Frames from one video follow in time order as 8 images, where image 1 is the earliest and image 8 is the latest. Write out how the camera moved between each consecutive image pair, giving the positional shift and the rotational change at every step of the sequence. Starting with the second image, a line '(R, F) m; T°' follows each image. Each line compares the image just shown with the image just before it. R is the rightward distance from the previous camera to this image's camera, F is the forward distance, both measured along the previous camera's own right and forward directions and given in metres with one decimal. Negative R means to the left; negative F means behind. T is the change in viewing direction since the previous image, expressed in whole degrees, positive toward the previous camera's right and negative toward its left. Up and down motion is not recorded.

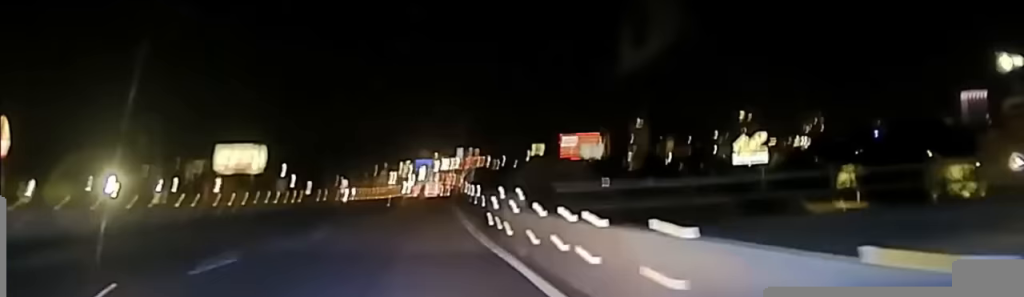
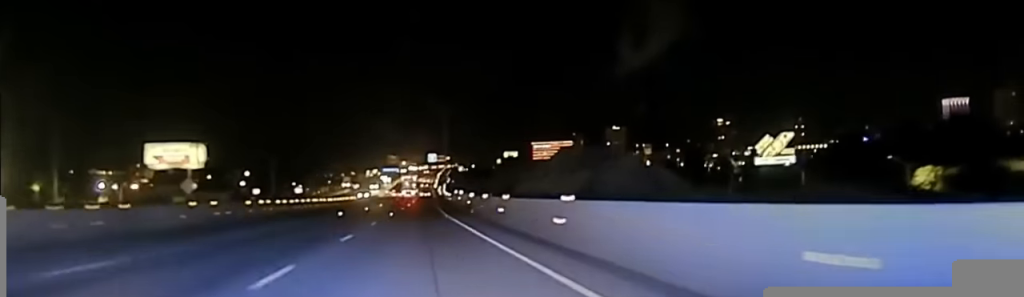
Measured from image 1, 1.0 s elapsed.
(+0.5, +45.7) m; +1°
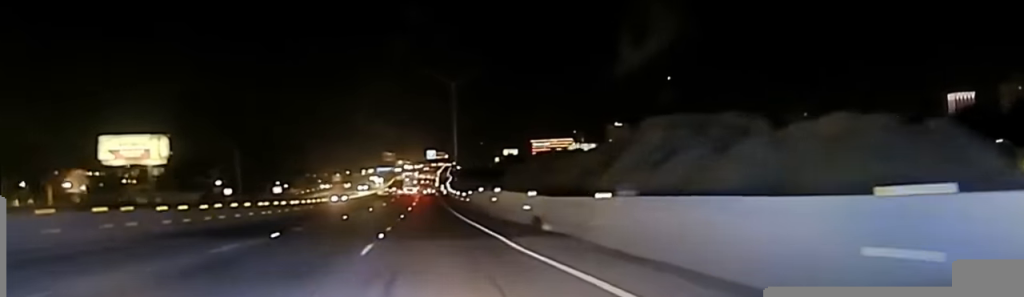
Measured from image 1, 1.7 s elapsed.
(+0.2, +30.0) m; +1°
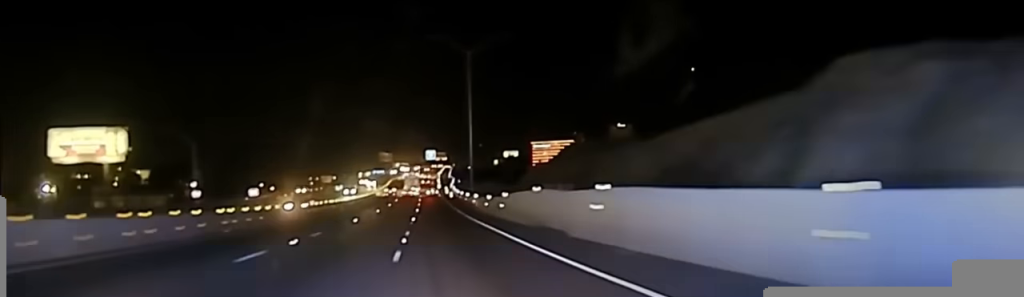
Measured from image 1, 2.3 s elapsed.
(0.0, +25.0) m; 0°
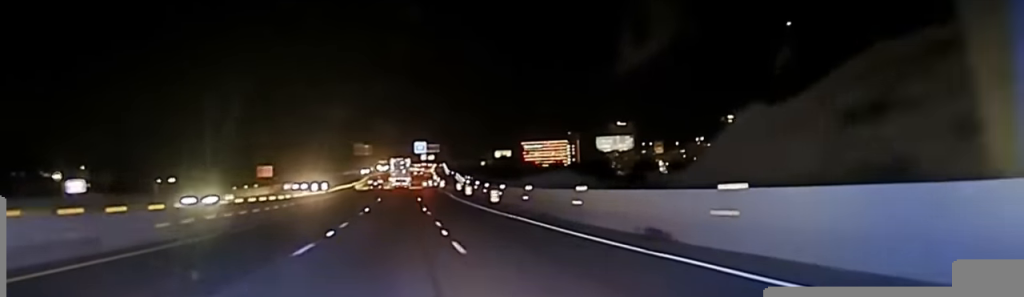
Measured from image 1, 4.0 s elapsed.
(+0.4, +66.0) m; +1°
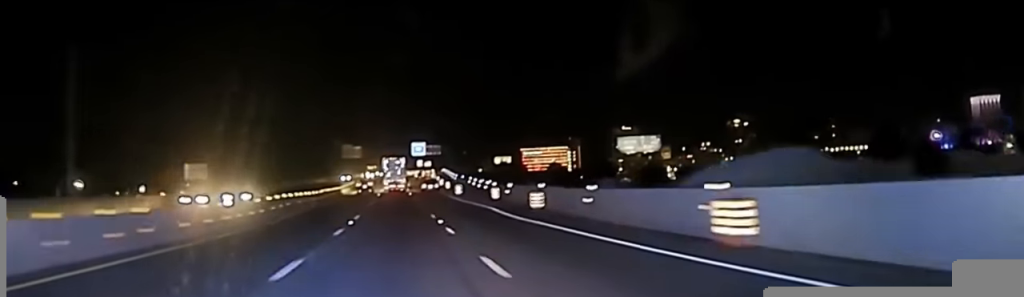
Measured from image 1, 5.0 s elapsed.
(+0.1, +34.0) m; 0°
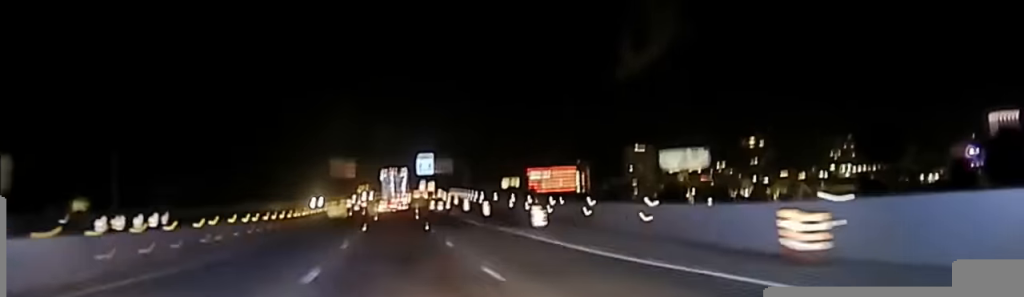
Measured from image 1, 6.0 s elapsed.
(+0.1, +40.4) m; +1°
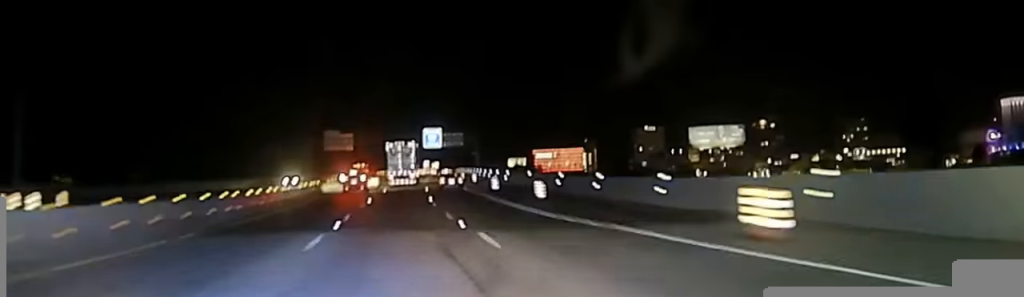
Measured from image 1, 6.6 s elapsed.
(0.0, +20.8) m; 0°
